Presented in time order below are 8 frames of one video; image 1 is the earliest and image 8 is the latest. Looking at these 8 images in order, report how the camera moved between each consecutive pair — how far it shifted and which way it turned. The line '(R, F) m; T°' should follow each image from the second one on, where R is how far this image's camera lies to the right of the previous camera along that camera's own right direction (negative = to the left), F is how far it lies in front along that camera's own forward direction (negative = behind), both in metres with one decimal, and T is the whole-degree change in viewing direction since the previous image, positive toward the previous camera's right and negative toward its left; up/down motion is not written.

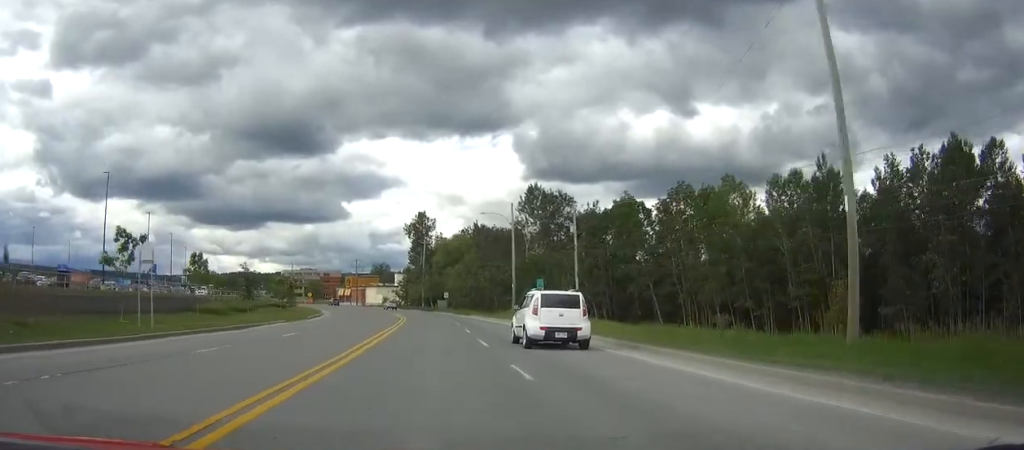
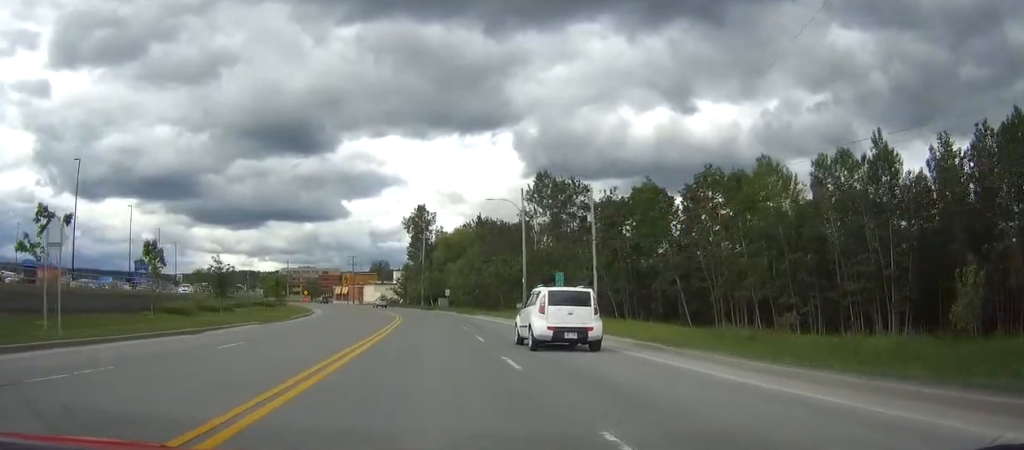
(0.0, +7.4) m; 0°
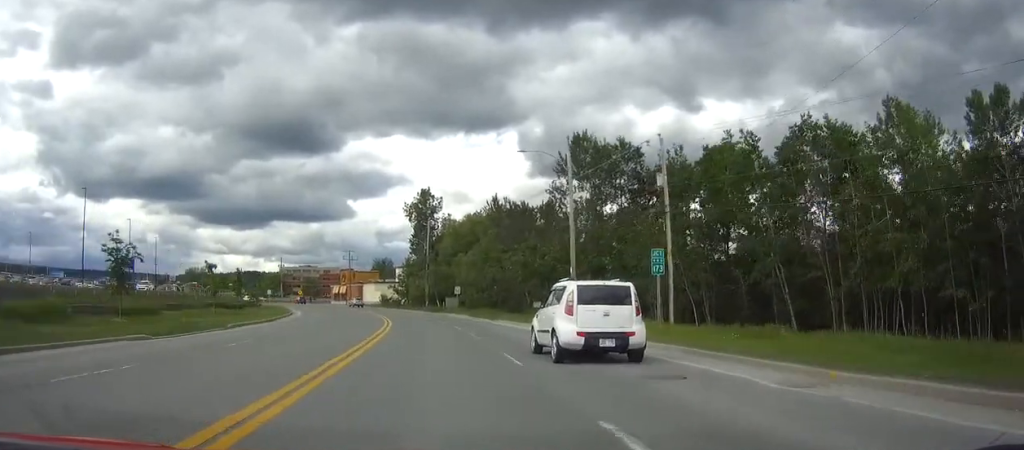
(-0.1, +17.5) m; -1°
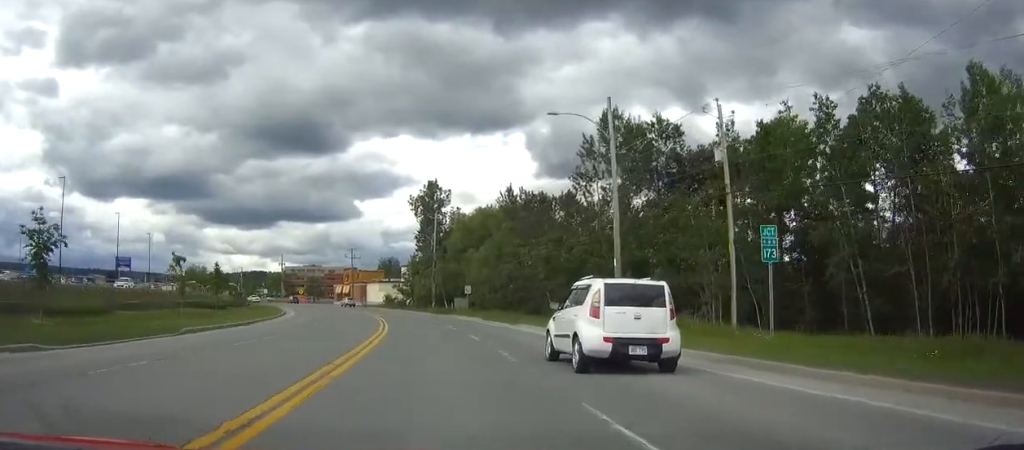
(0.0, +7.9) m; -1°
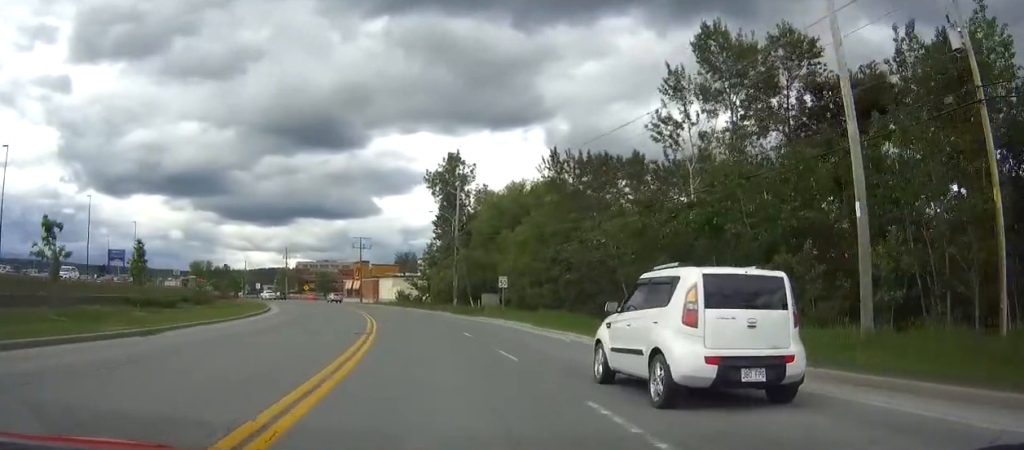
(-0.2, +17.3) m; -2°
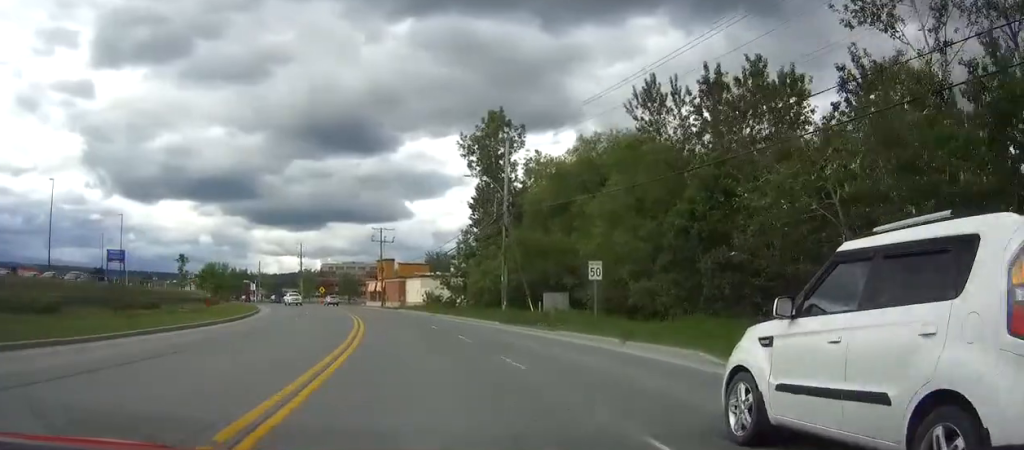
(-0.5, +19.7) m; -3°
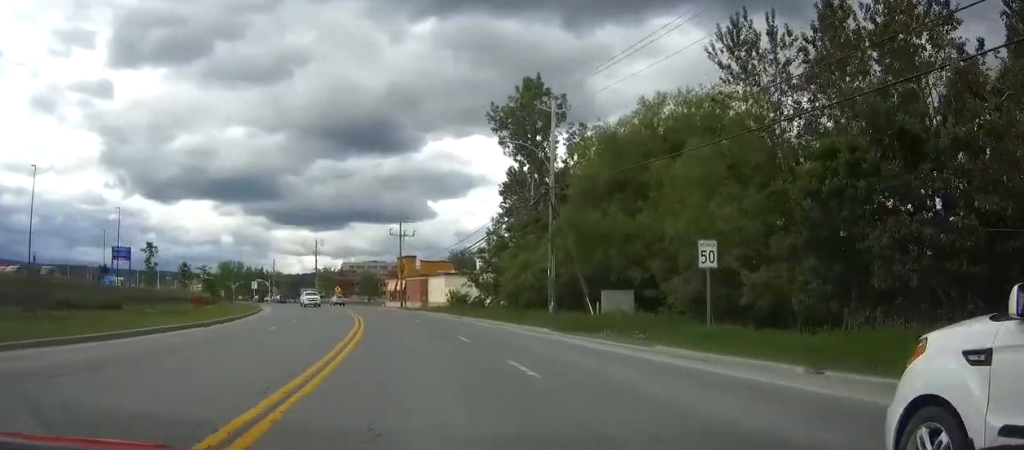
(-0.2, +9.6) m; -2°
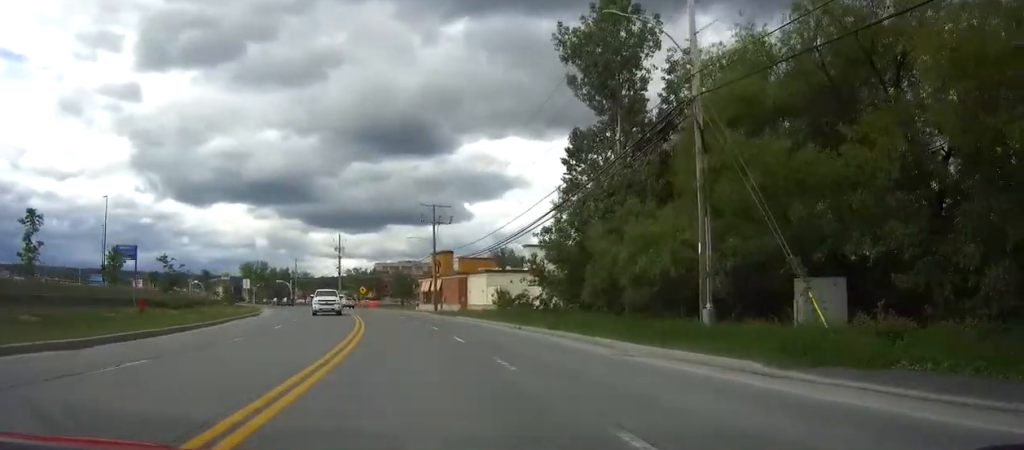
(-0.5, +16.5) m; -3°
